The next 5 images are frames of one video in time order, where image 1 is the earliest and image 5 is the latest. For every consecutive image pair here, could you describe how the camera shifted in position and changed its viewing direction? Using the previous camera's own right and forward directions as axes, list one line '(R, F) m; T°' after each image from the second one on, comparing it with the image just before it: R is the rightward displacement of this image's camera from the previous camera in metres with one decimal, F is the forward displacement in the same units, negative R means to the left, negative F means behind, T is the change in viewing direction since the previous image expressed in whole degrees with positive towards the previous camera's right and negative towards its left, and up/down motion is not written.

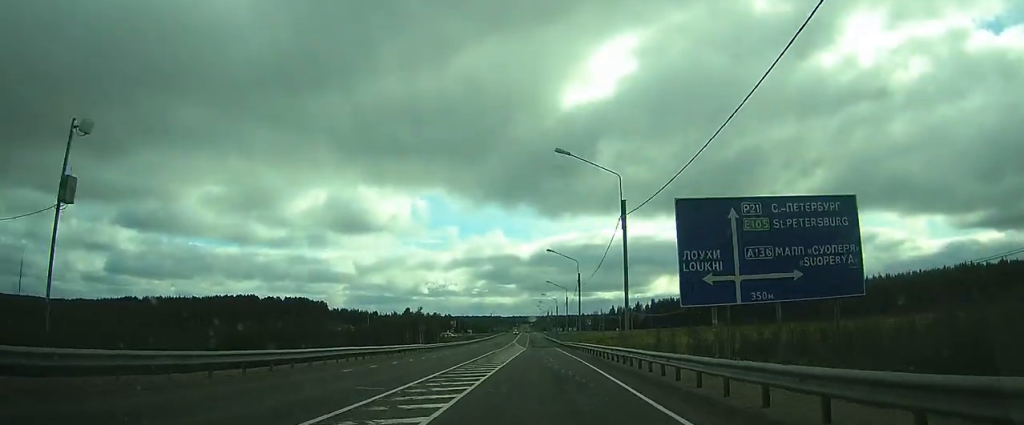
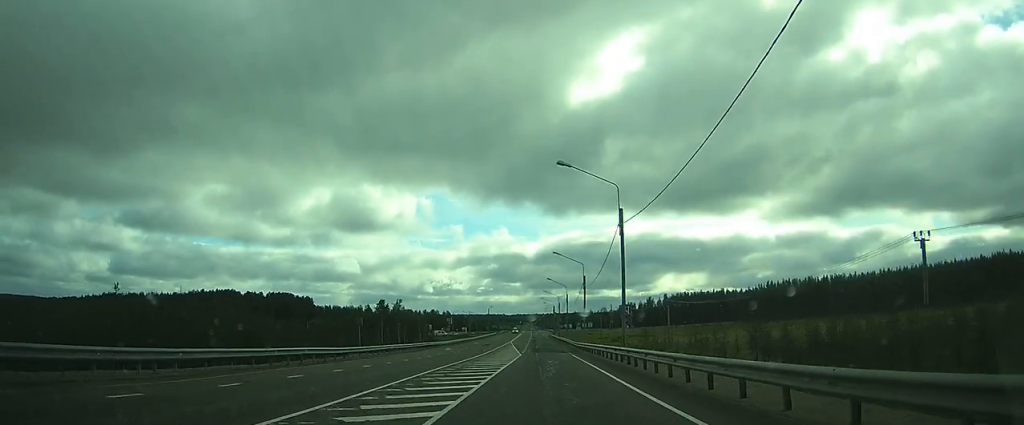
(-0.2, +28.5) m; -1°
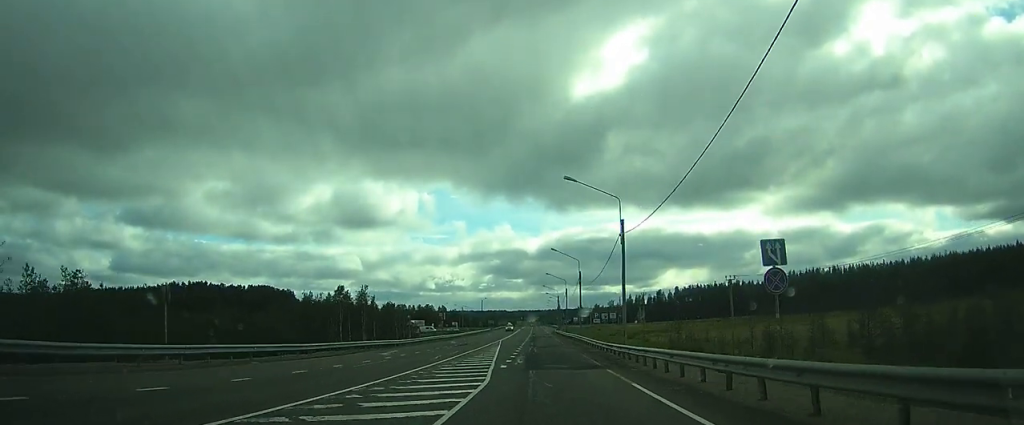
(0.0, +29.5) m; -1°
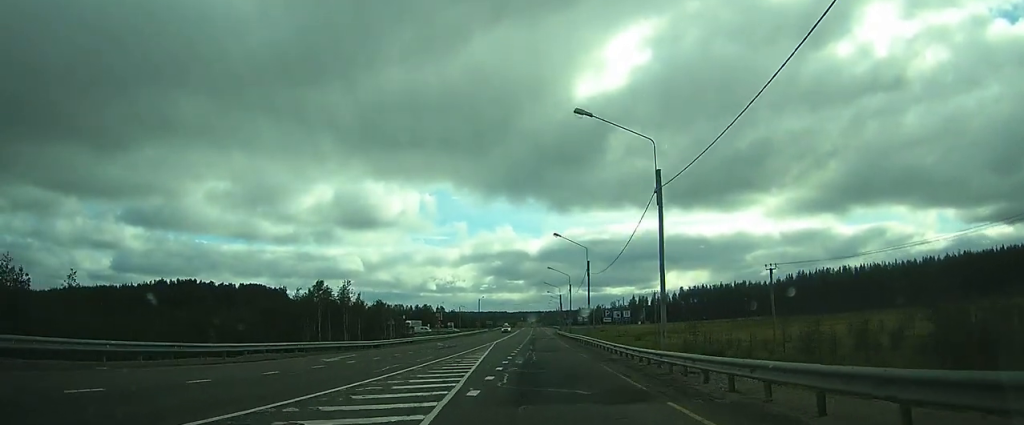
(-0.1, +10.1) m; 0°
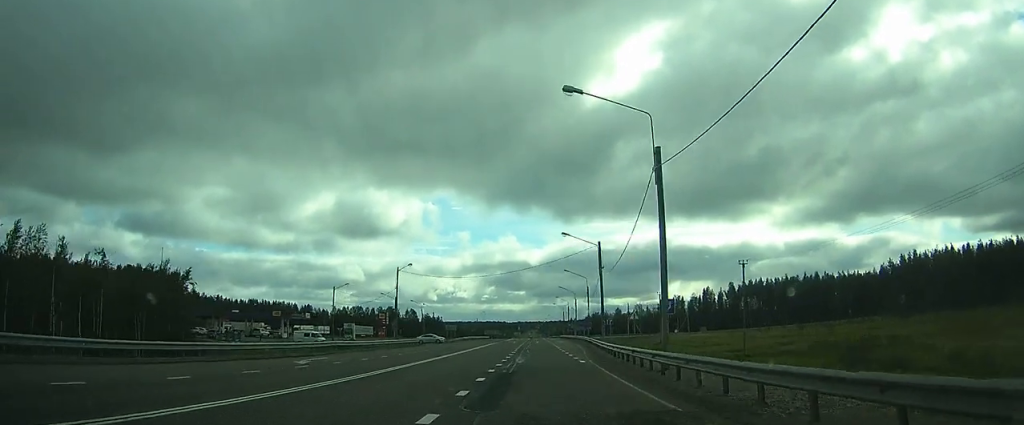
(-1.3, +88.0) m; -2°
